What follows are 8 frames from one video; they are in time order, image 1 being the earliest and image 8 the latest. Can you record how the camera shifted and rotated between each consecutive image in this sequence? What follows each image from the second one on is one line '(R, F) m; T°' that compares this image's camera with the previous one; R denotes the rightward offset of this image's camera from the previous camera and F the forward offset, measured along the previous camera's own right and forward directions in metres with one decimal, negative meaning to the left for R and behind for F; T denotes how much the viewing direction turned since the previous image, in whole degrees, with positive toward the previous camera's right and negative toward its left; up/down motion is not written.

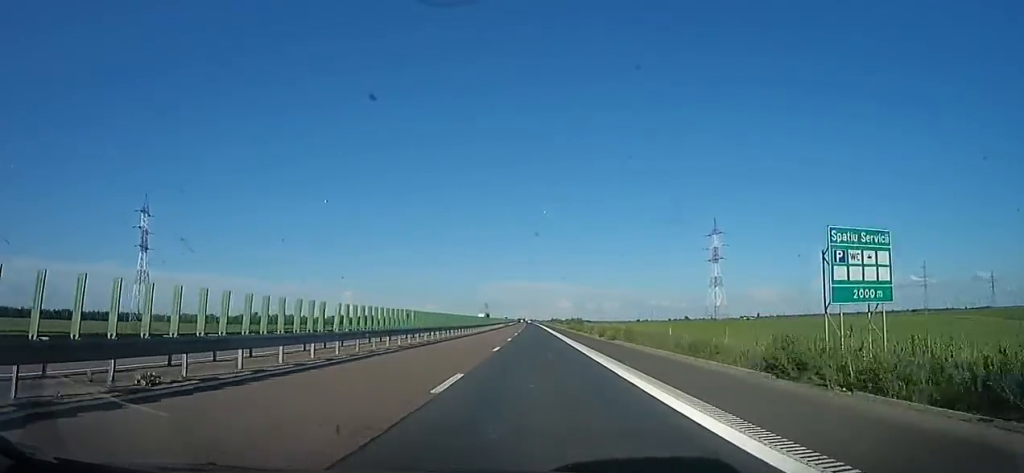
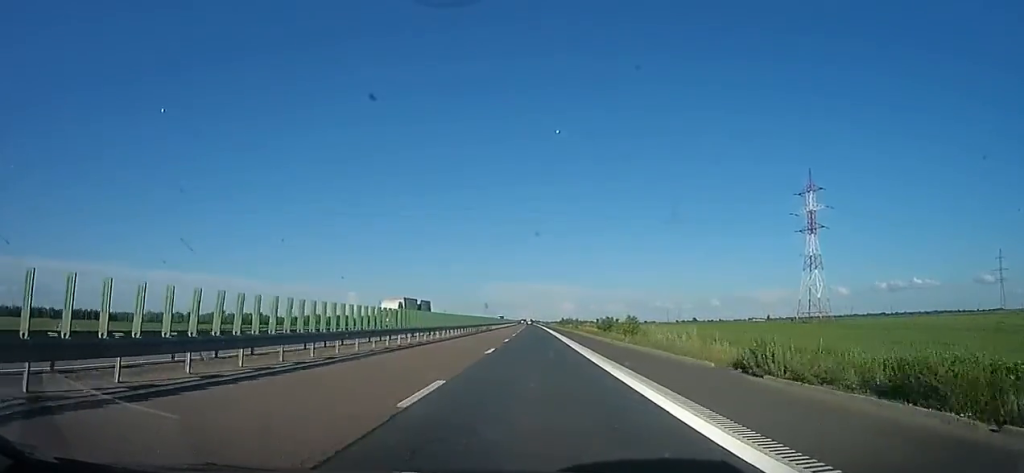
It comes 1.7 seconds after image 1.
(-1.6, +61.6) m; -3°
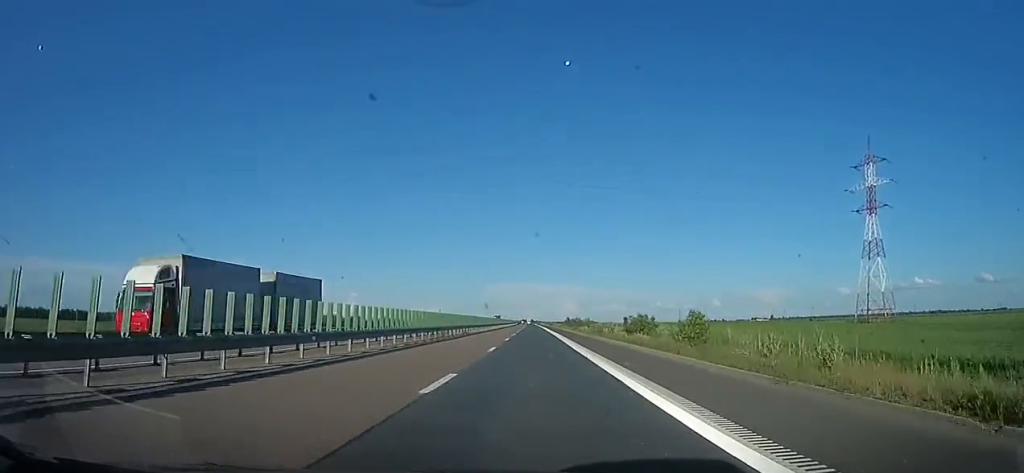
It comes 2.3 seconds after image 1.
(-0.4, +22.8) m; 0°
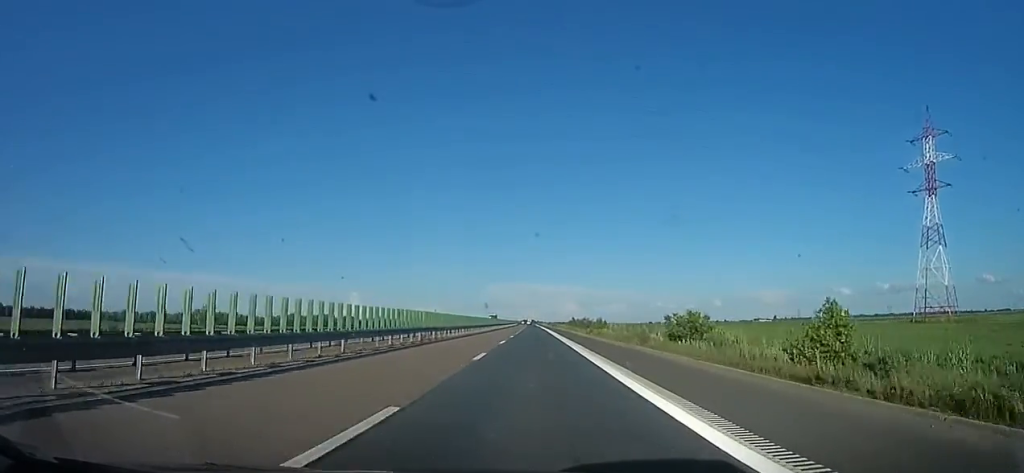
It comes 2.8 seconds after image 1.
(+0.5, +16.8) m; +1°
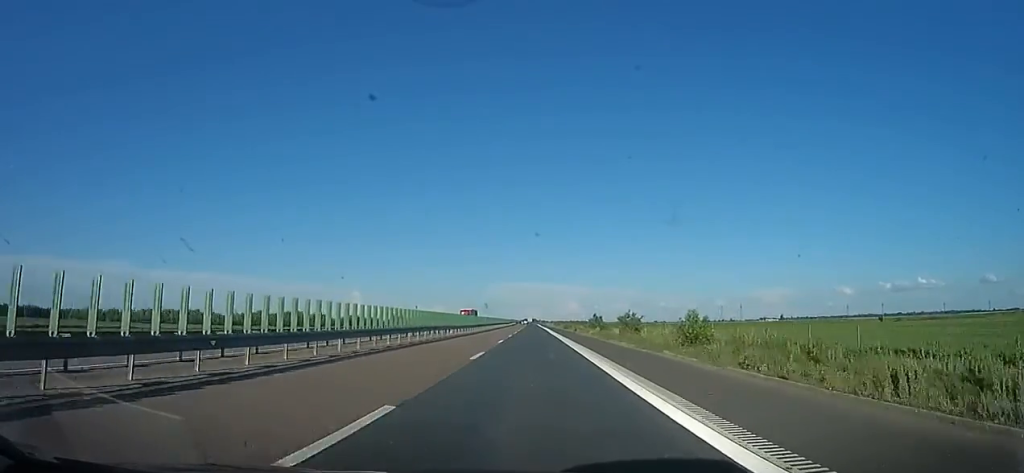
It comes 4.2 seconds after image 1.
(+0.8, +48.3) m; -1°
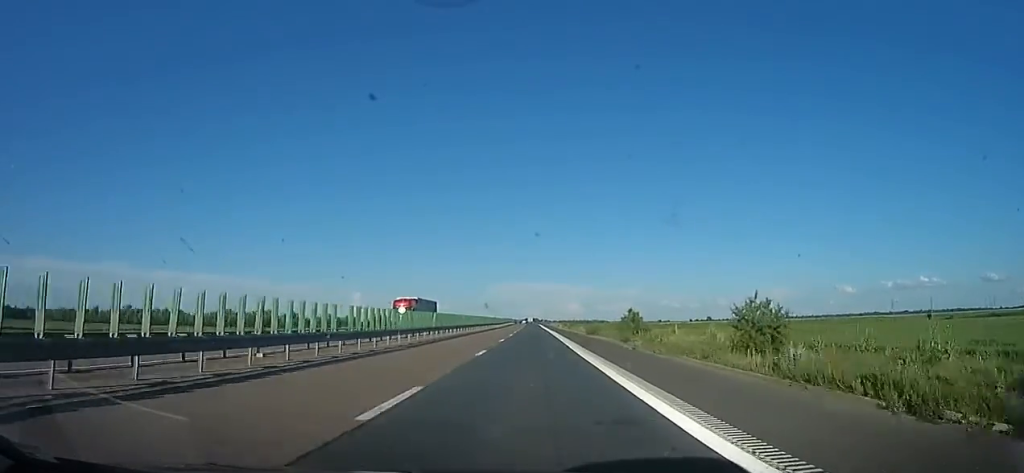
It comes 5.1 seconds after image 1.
(-1.4, +33.7) m; 0°
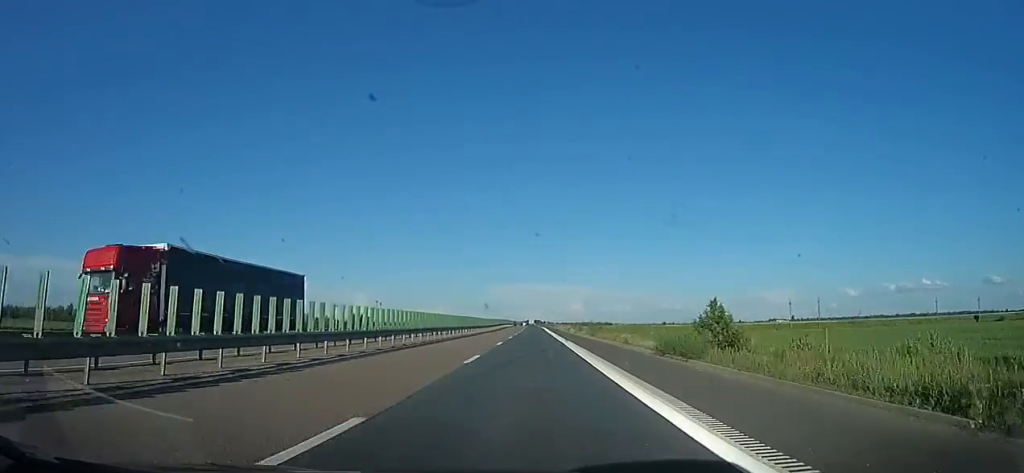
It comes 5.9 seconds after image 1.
(+1.0, +27.2) m; 0°
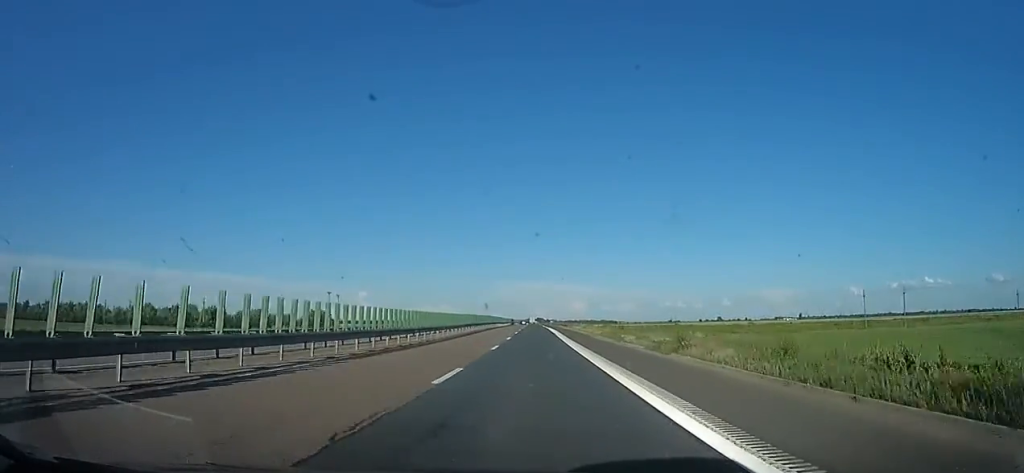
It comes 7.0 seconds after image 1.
(-0.9, +41.3) m; -2°
